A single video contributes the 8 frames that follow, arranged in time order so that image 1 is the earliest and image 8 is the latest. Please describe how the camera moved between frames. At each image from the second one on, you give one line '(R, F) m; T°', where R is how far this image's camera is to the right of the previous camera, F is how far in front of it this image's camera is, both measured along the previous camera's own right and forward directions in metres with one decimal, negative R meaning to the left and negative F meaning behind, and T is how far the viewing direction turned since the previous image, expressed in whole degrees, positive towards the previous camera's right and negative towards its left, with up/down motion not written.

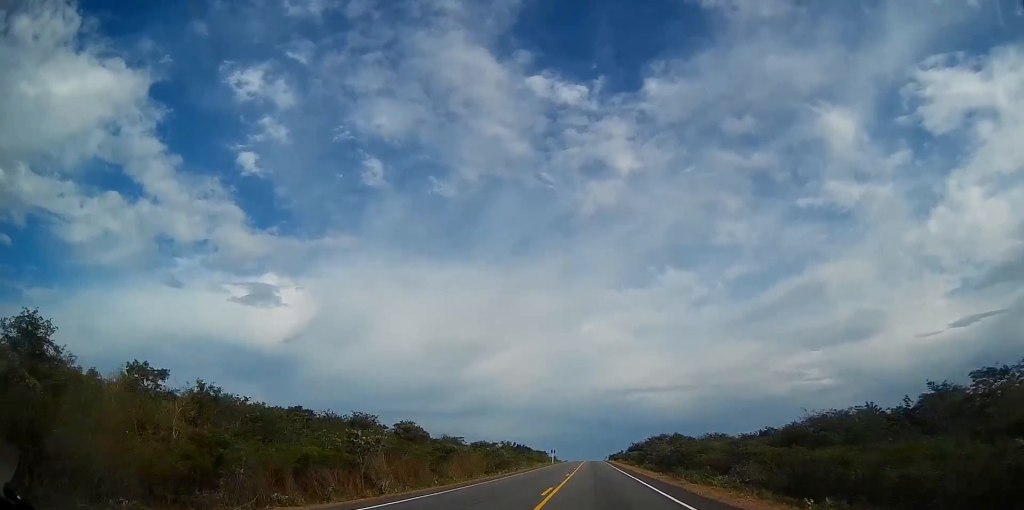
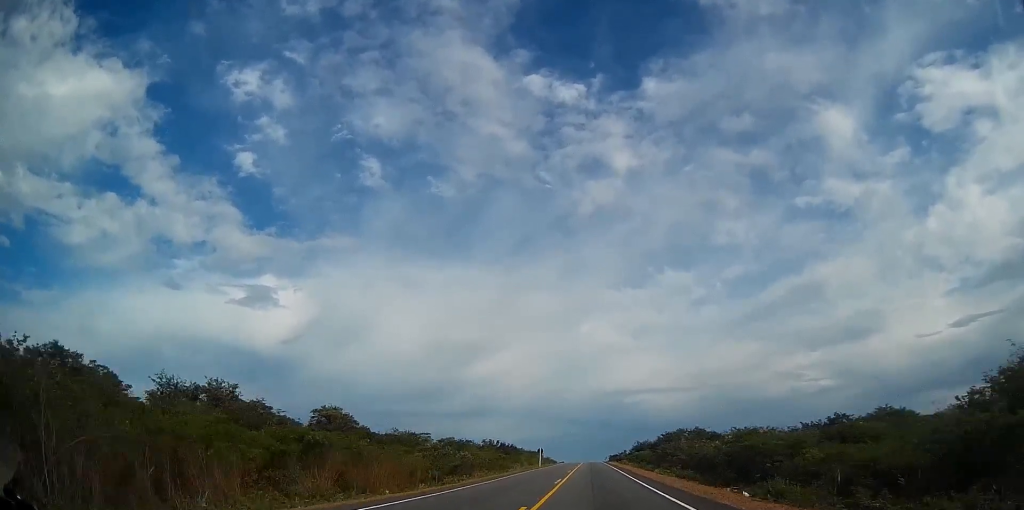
(-0.1, +21.9) m; 0°
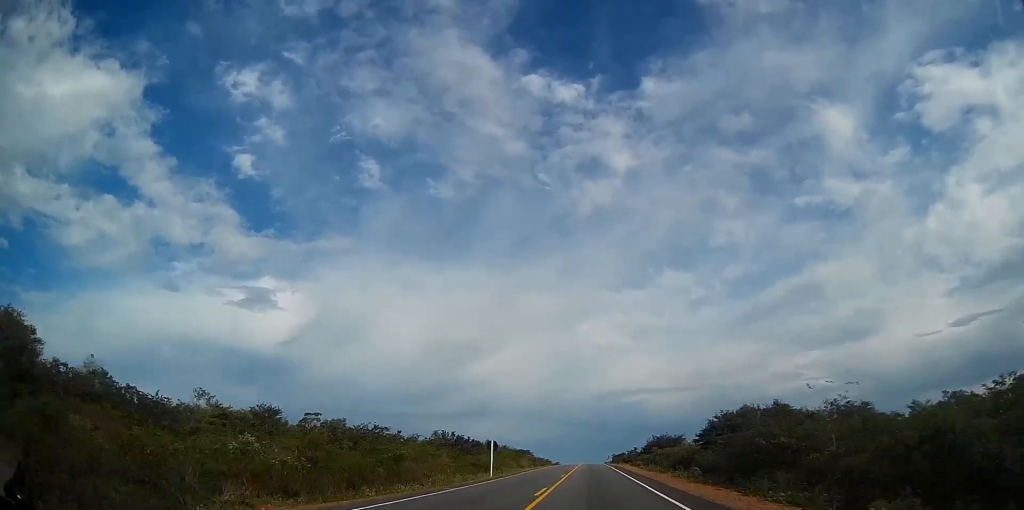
(+0.1, +40.4) m; 0°
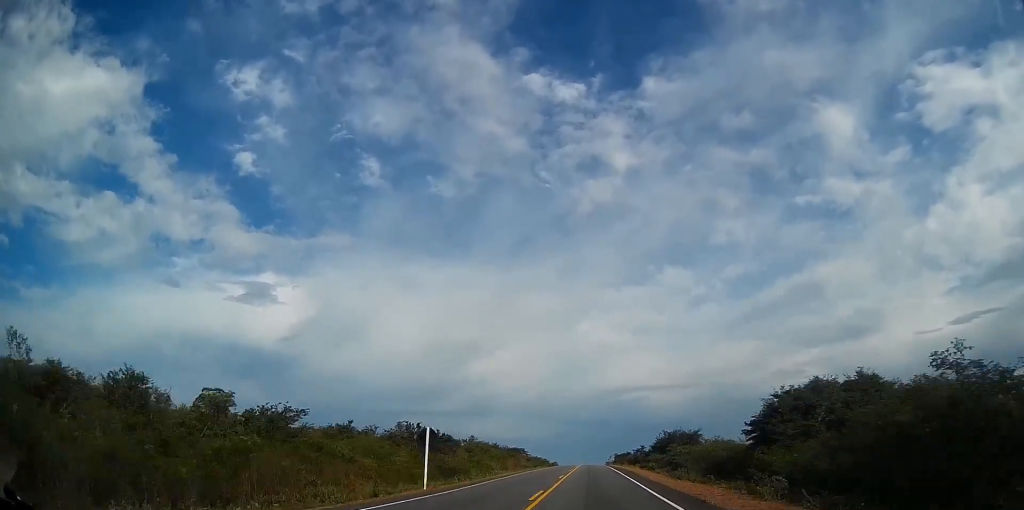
(0.0, +16.9) m; 0°
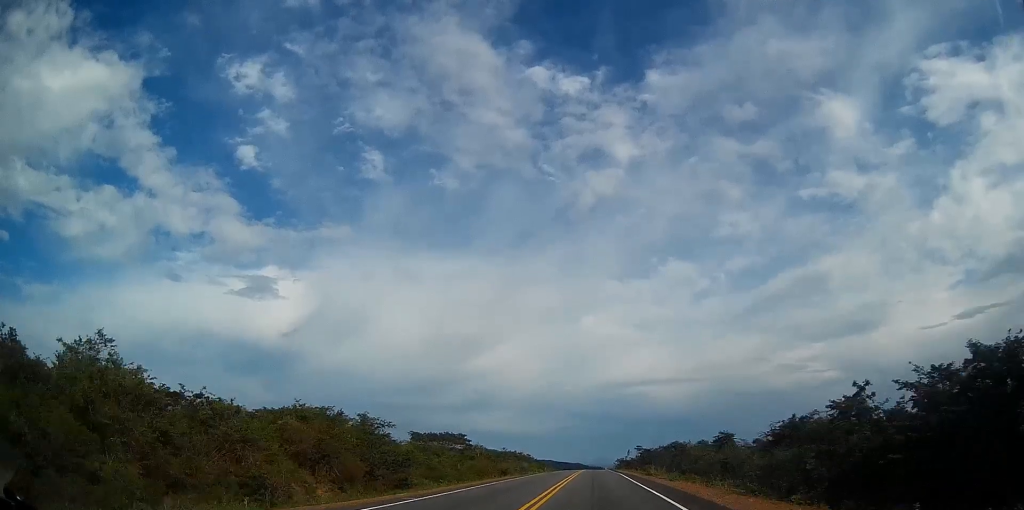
(-0.3, +89.8) m; 0°
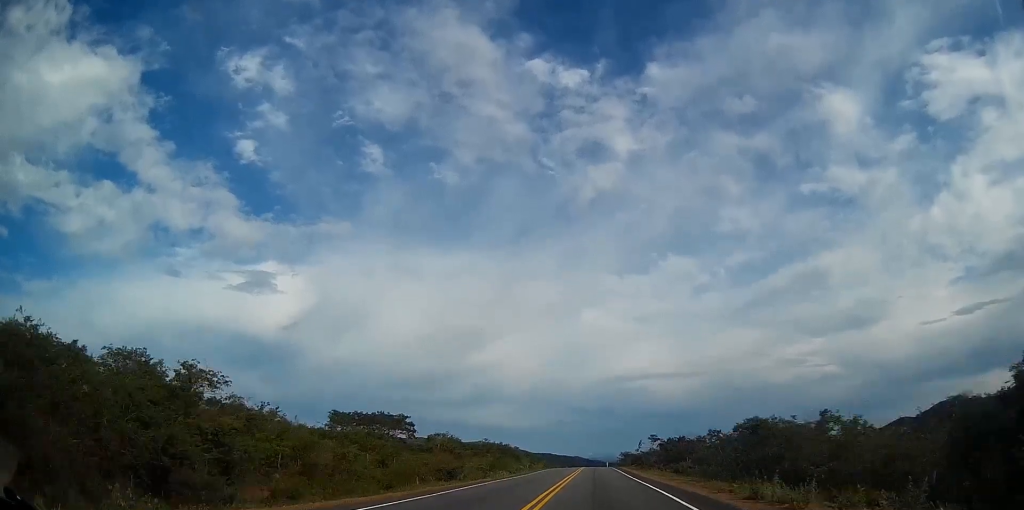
(-0.1, +29.0) m; 0°
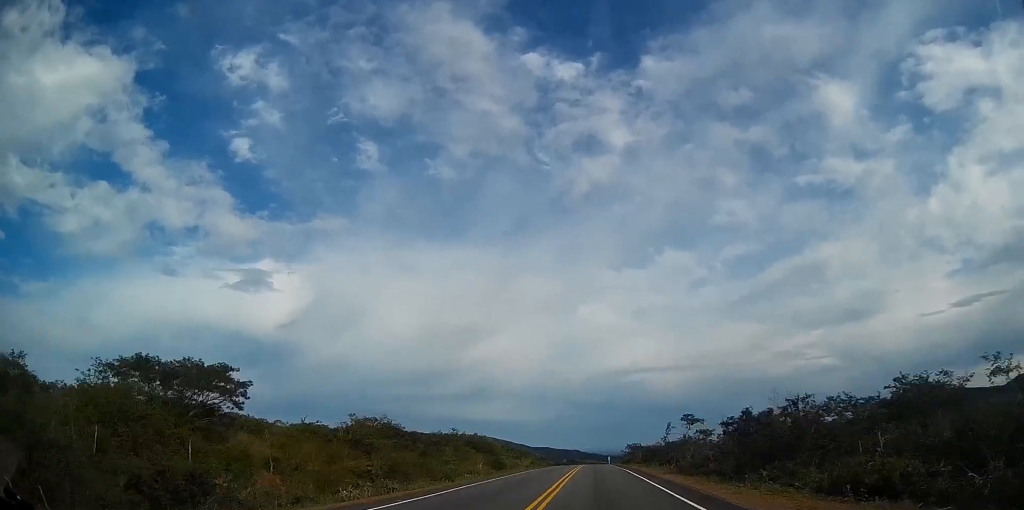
(+0.4, +34.2) m; 0°
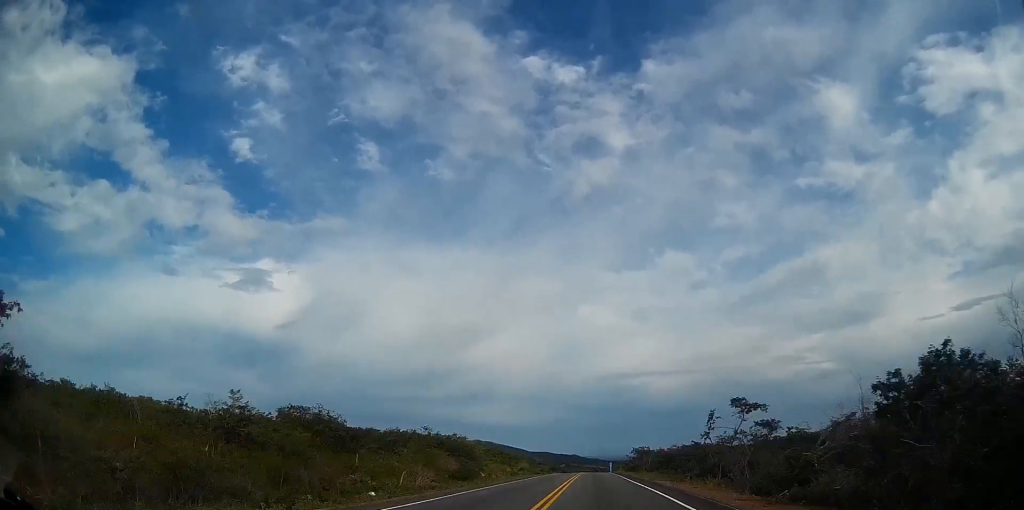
(-0.2, +18.9) m; 0°
